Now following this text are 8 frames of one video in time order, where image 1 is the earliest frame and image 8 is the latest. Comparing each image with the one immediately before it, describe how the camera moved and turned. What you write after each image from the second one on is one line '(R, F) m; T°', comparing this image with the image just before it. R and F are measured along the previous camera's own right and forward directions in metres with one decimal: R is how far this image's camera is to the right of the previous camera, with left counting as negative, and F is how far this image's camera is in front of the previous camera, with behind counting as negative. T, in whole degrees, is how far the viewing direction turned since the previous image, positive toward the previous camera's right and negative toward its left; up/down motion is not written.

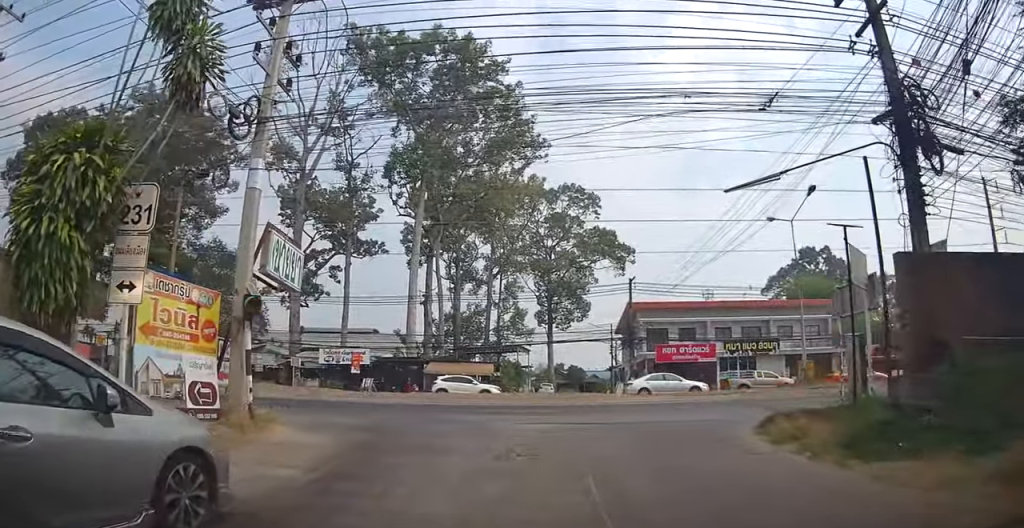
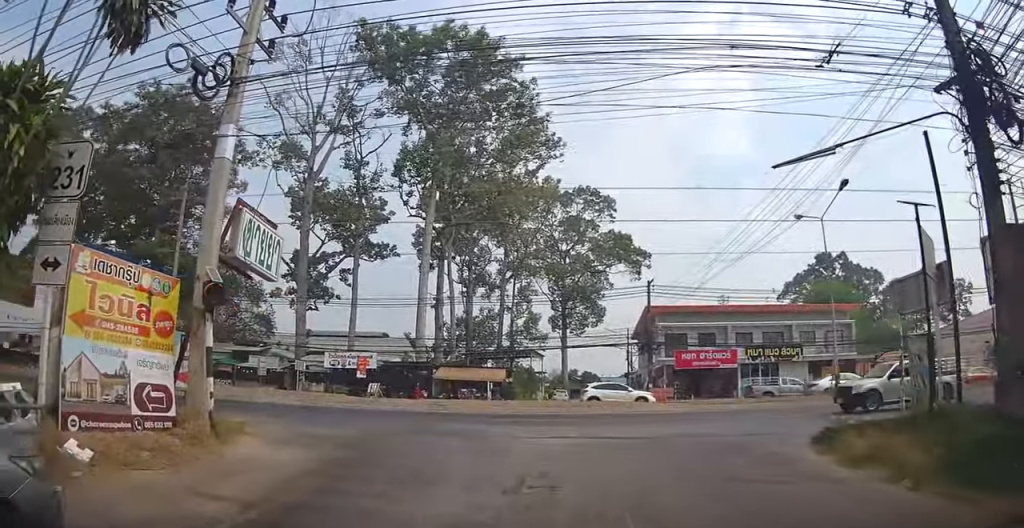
(0.0, +2.1) m; -3°
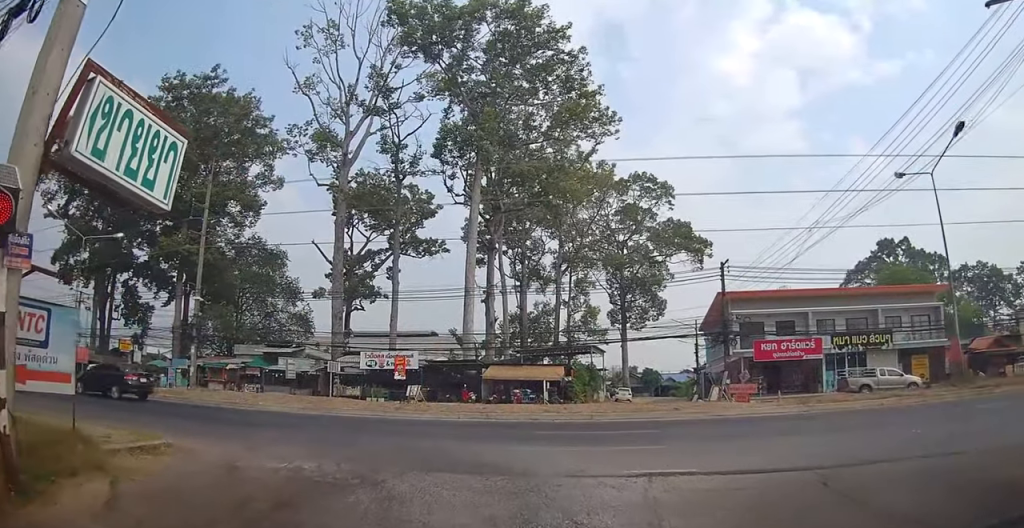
(-0.3, +5.6) m; -6°
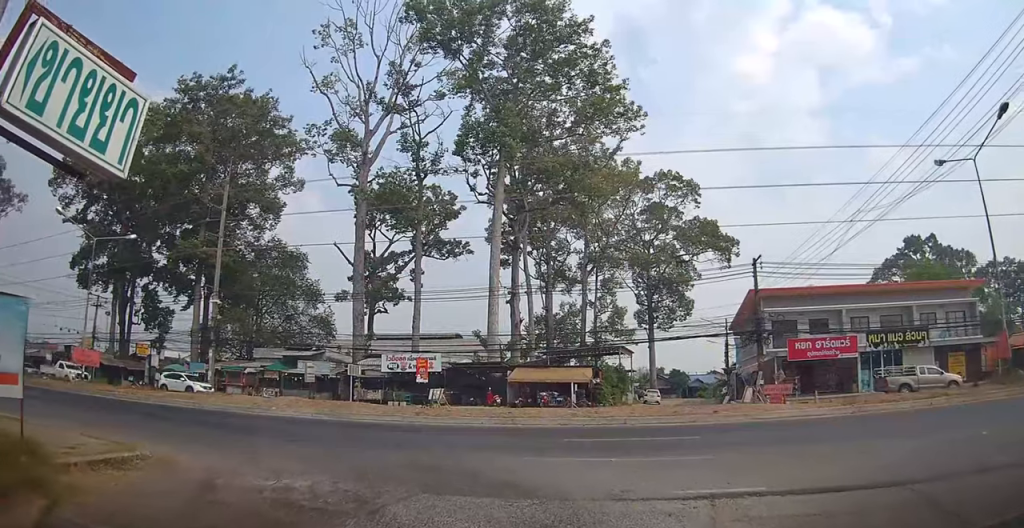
(-0.1, +1.6) m; -4°
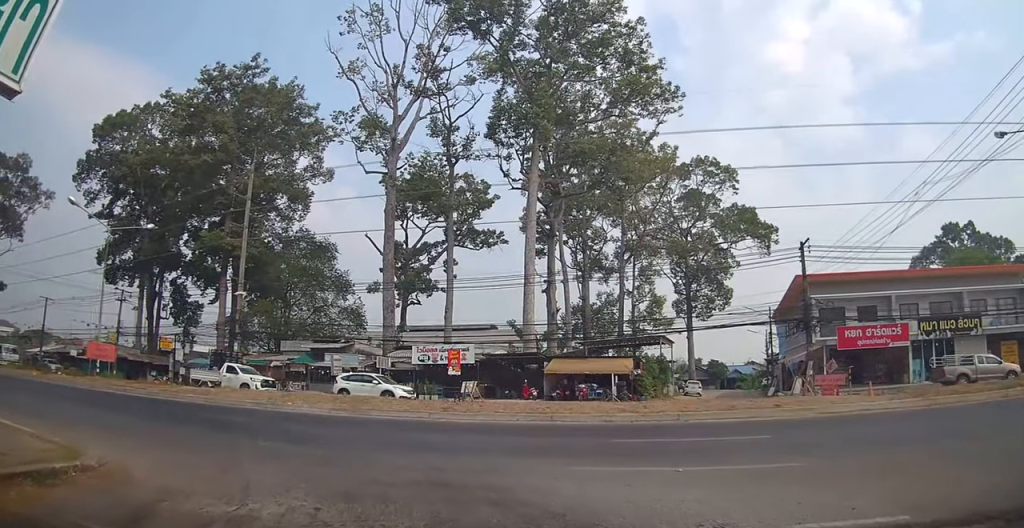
(-0.2, +3.0) m; -6°
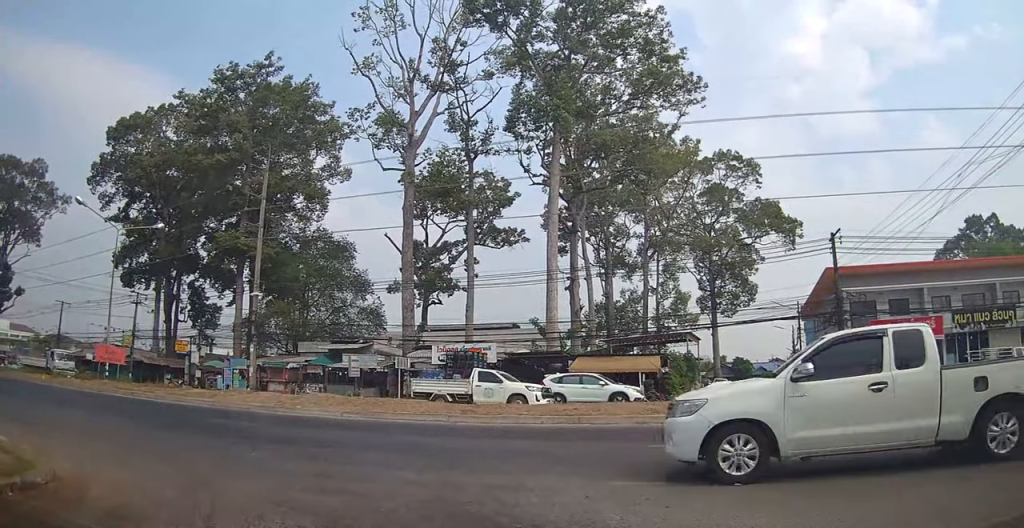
(-0.1, +2.4) m; -5°
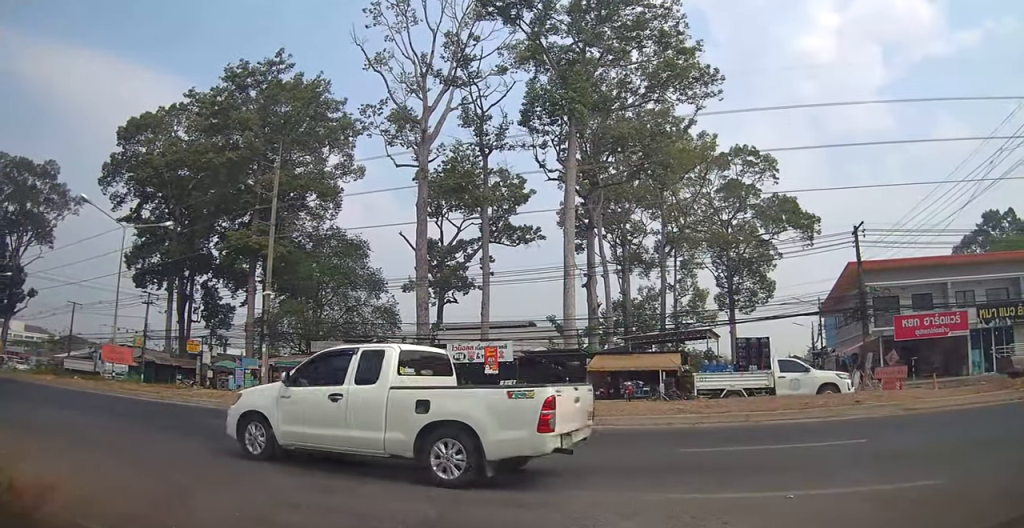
(0.0, +1.9) m; -4°
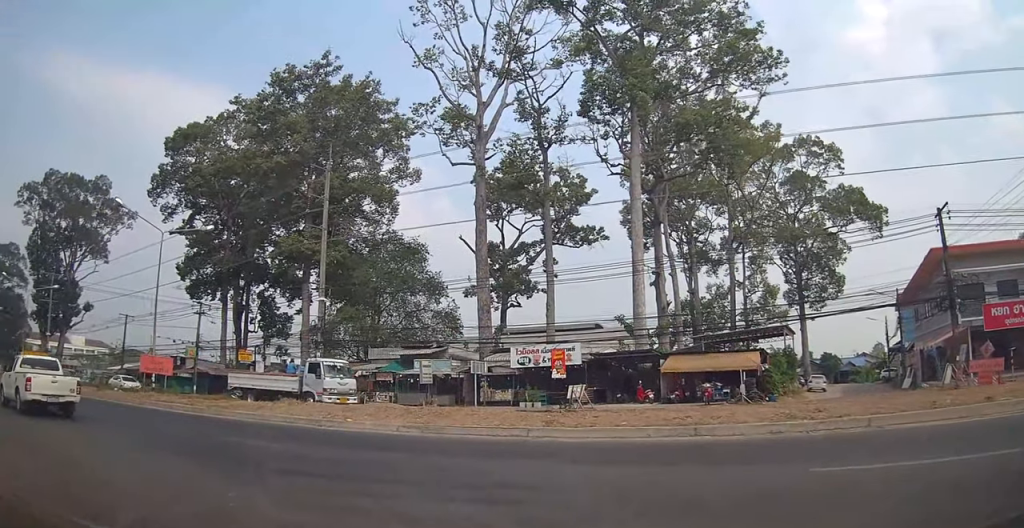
(-0.4, +4.4) m; -13°
